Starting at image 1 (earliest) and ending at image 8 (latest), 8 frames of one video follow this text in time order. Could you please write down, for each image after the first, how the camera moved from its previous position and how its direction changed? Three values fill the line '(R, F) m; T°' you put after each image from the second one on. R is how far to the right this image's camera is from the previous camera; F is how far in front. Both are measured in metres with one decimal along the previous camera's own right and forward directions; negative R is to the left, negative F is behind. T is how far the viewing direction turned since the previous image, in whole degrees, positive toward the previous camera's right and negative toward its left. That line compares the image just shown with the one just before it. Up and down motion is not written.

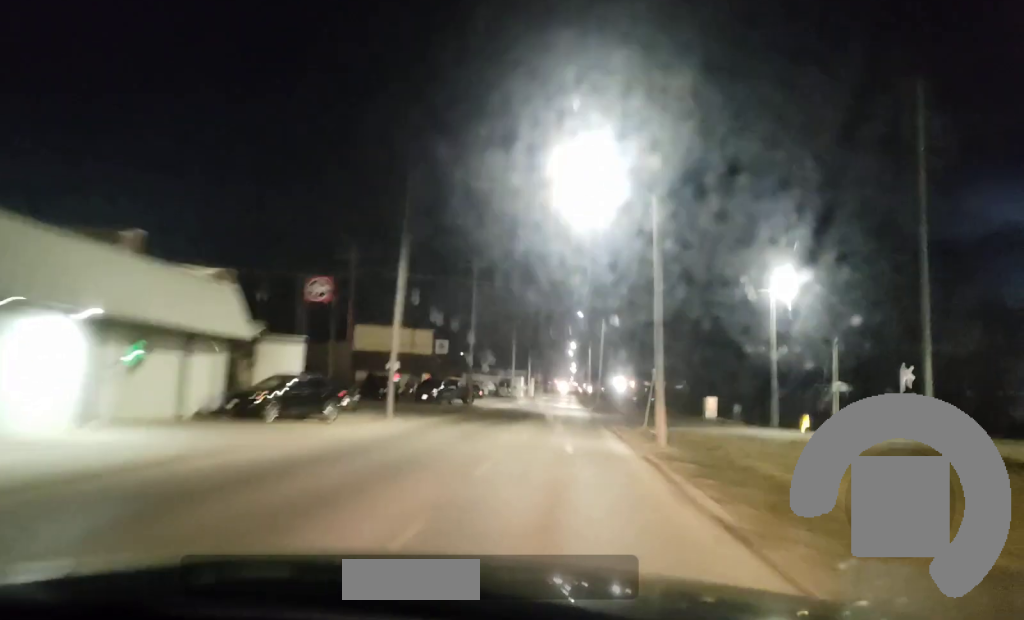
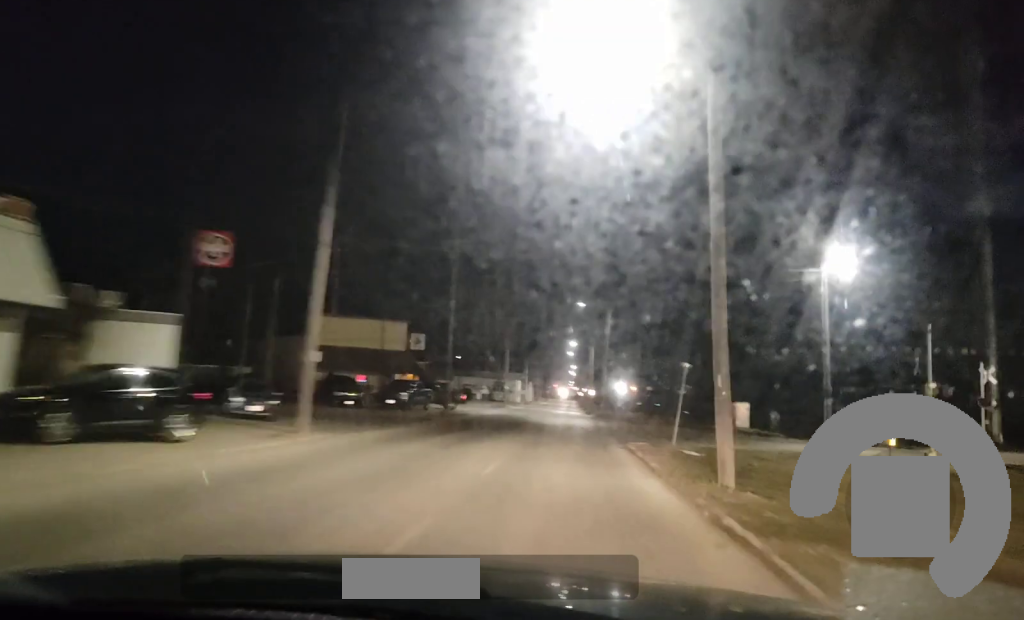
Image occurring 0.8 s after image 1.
(-0.1, +11.4) m; 0°
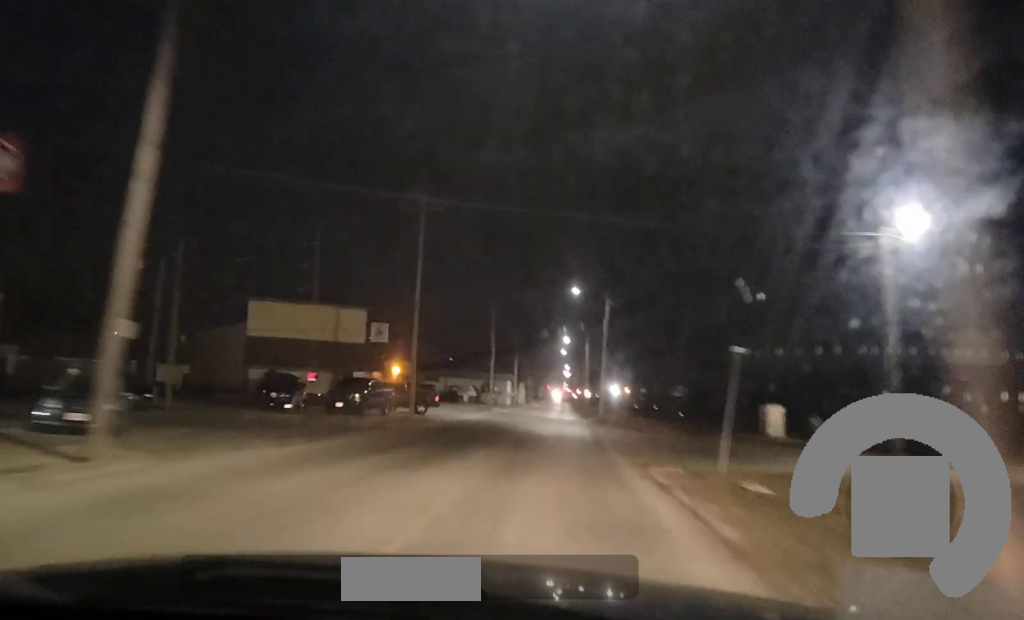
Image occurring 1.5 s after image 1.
(0.0, +10.5) m; 0°
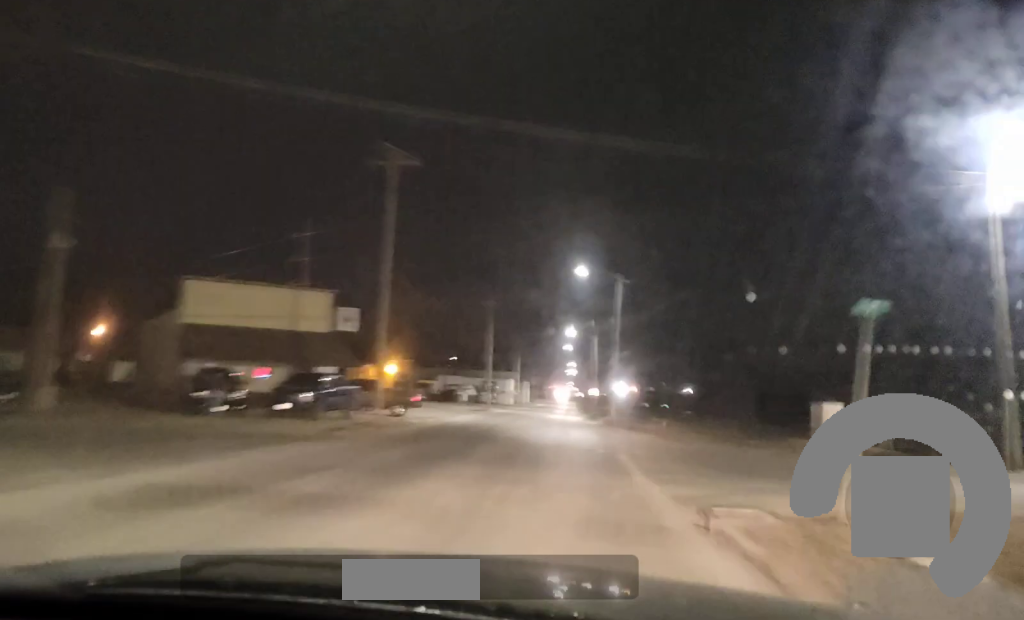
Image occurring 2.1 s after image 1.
(0.0, +8.9) m; 0°
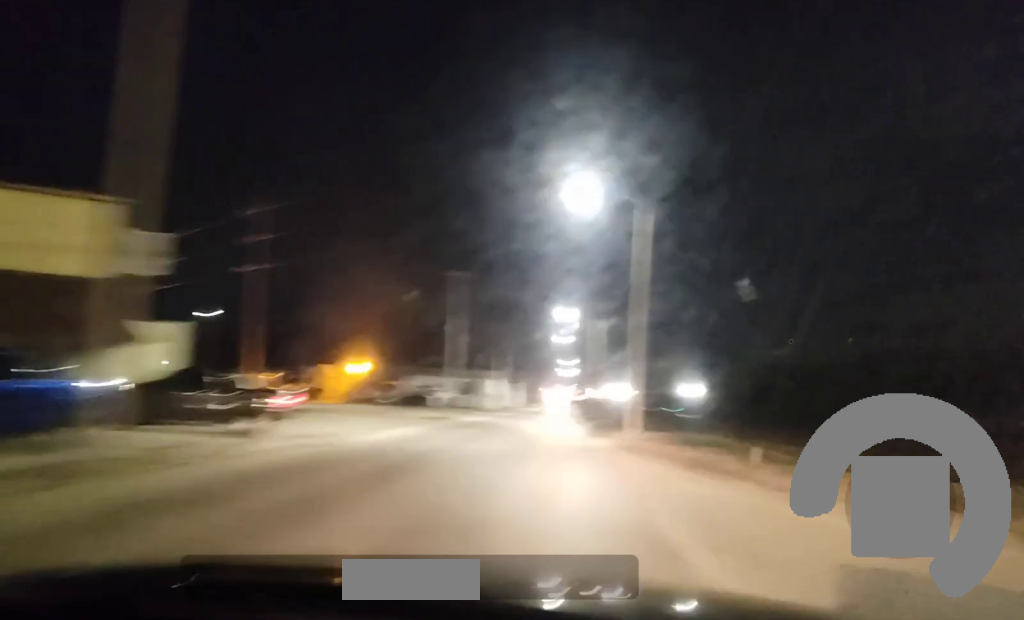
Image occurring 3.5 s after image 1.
(+0.1, +21.7) m; 0°
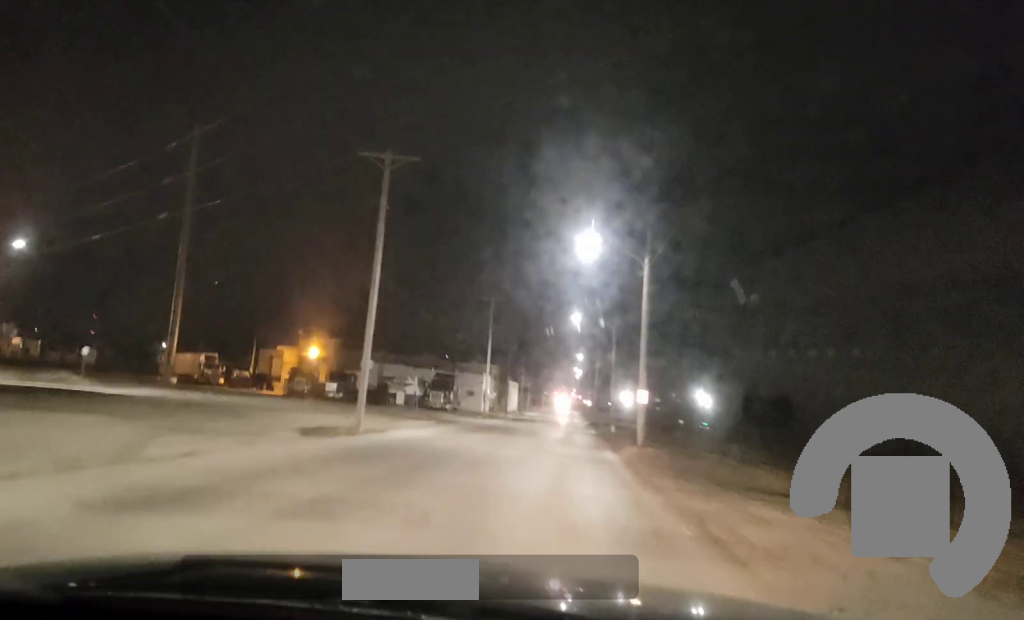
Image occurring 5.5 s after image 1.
(-0.4, +29.3) m; -1°
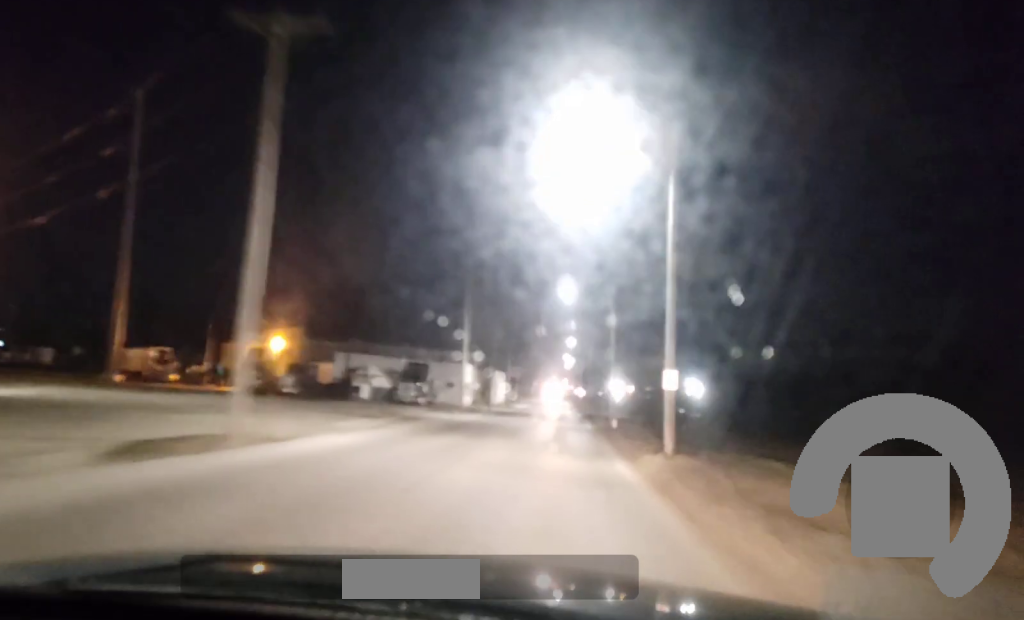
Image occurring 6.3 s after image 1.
(0.0, +11.0) m; 0°
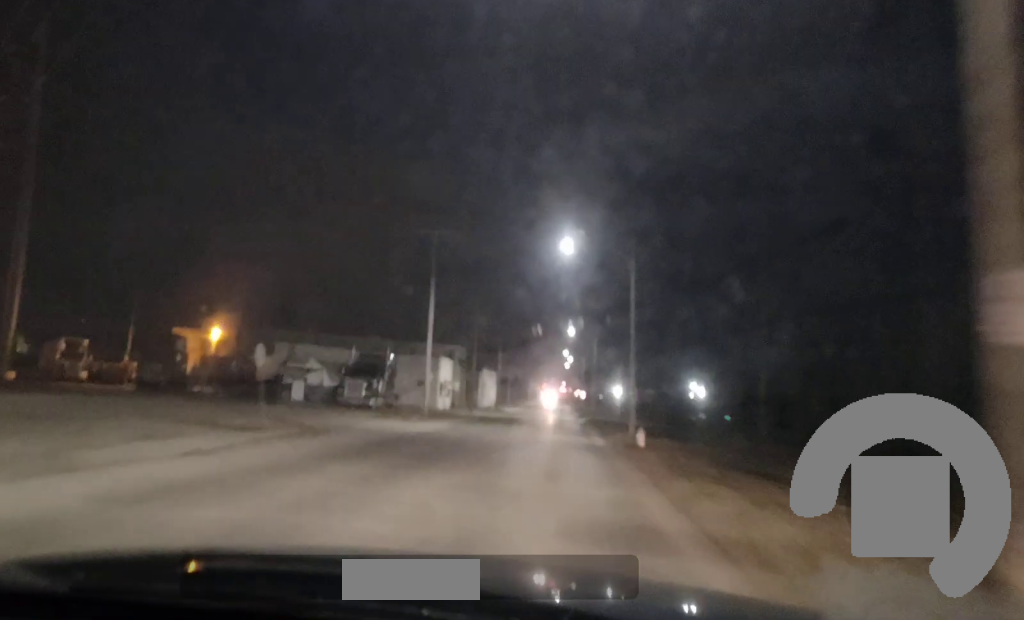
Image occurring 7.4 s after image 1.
(+0.1, +16.4) m; 0°
